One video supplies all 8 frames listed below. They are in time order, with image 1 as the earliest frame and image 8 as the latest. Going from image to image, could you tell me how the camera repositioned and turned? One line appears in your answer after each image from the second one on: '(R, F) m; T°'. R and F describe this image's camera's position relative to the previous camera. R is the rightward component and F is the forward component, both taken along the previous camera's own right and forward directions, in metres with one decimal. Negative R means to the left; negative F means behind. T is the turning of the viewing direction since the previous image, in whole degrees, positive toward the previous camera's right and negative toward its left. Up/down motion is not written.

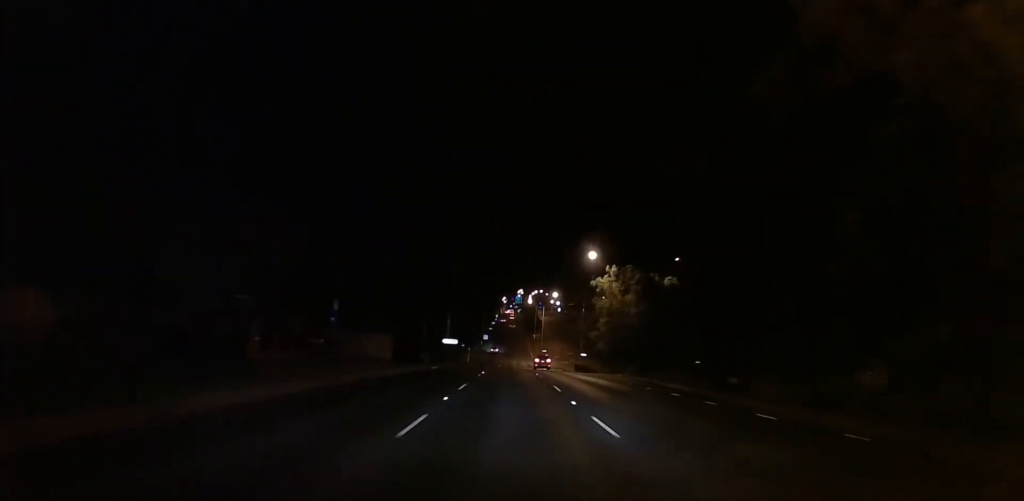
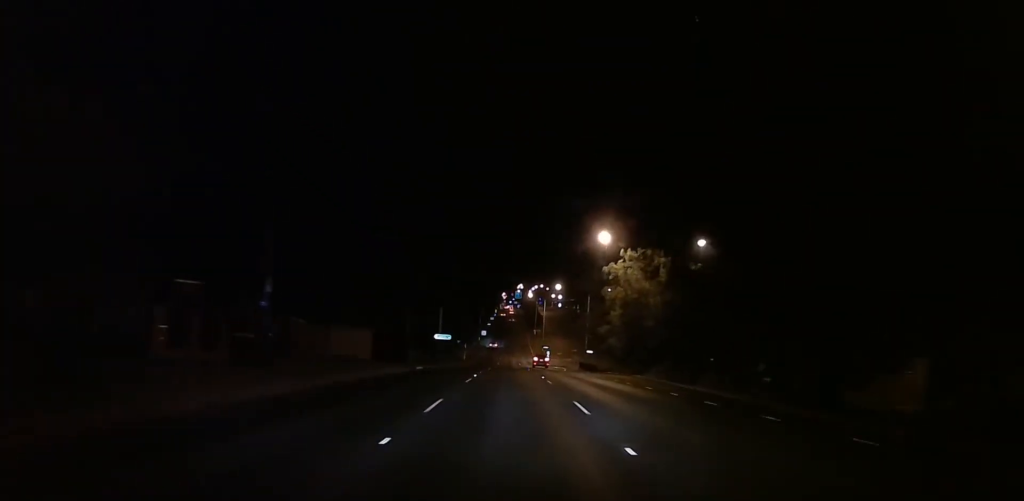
(0.0, +8.1) m; 0°
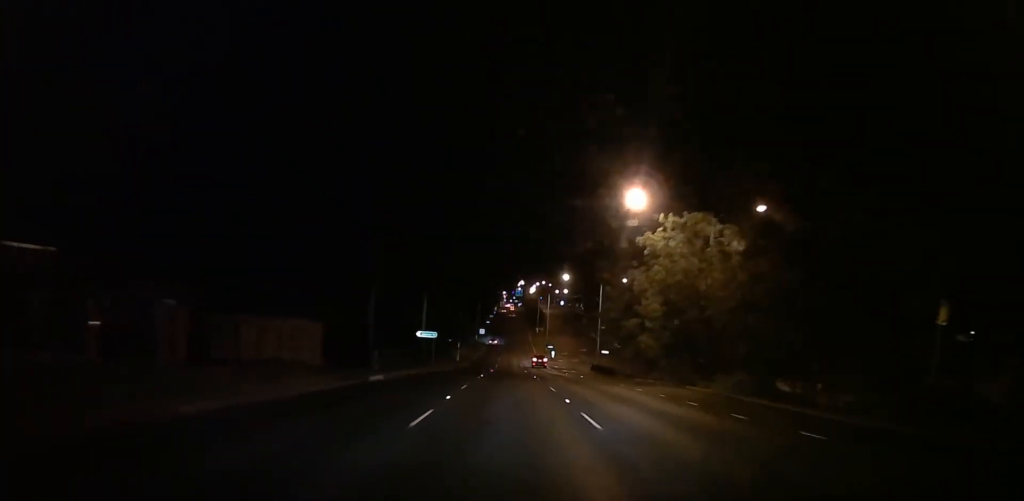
(0.0, +13.8) m; 0°
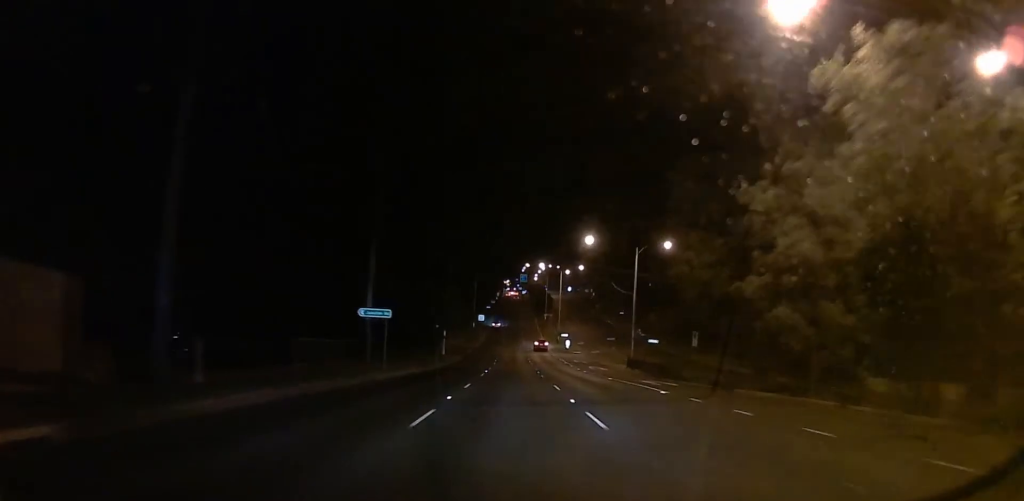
(0.0, +23.6) m; -2°
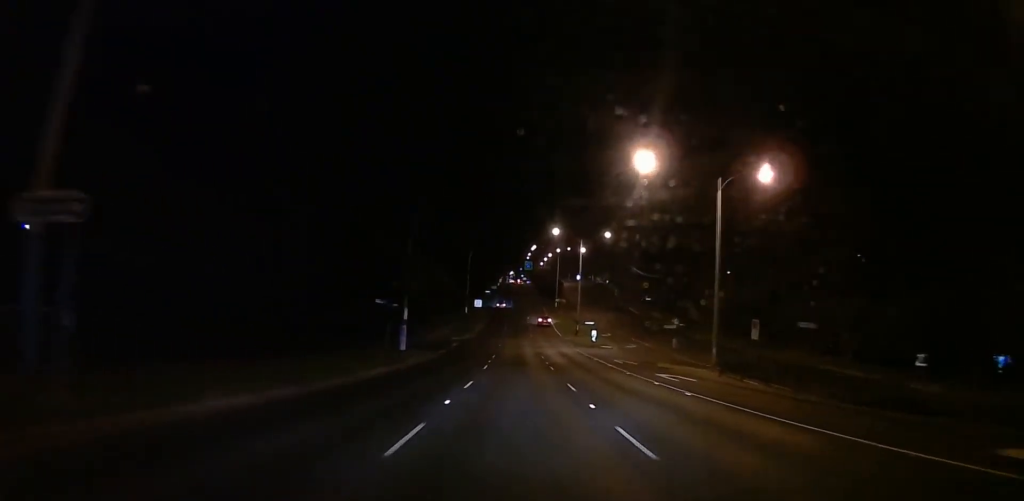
(-1.3, +26.7) m; -2°
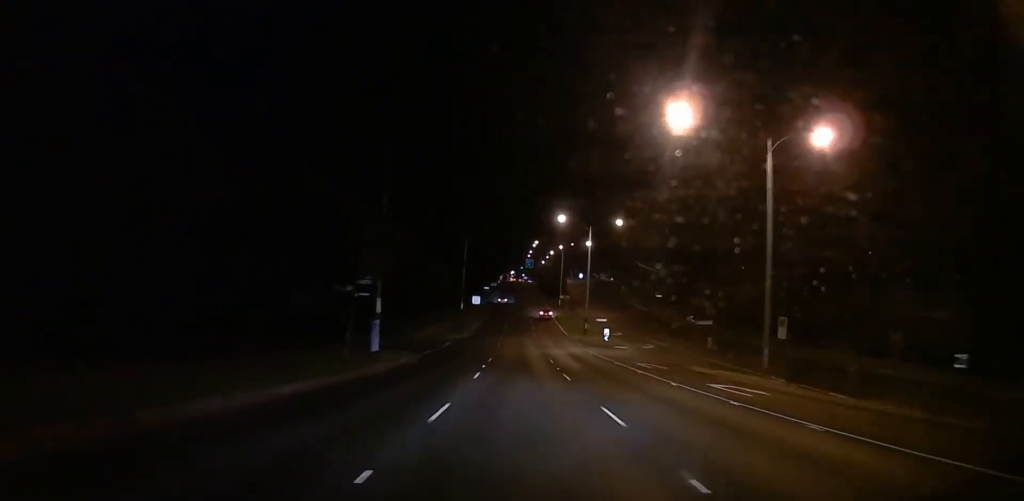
(+0.3, +8.5) m; +1°
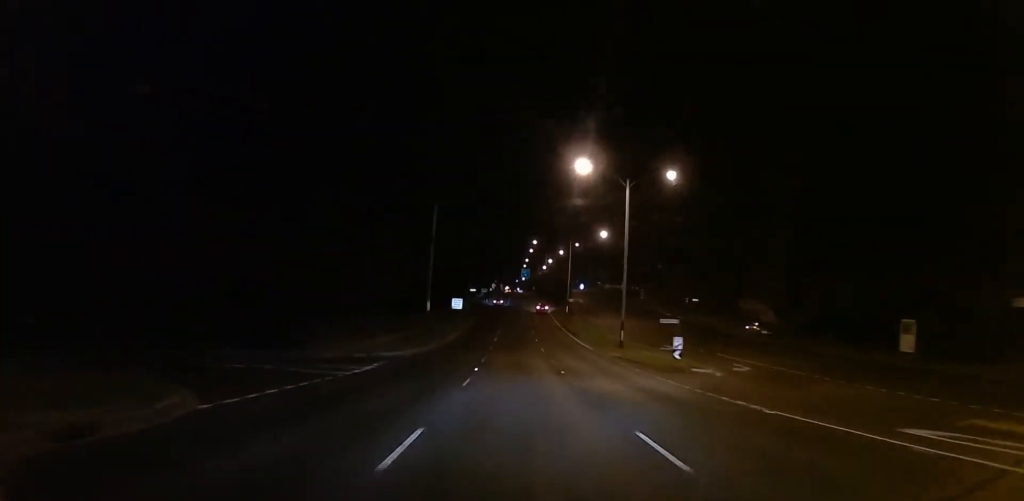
(+1.2, +26.9) m; +2°
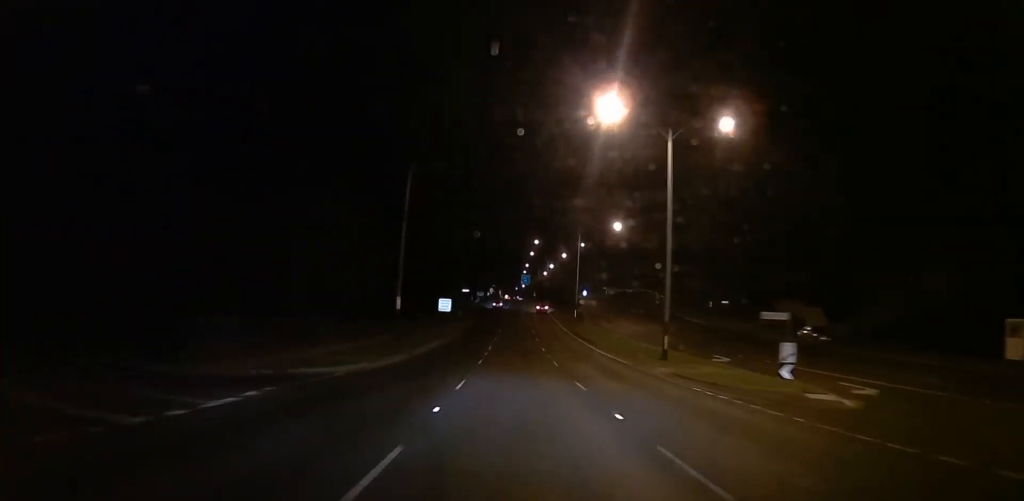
(0.0, +13.2) m; 0°
